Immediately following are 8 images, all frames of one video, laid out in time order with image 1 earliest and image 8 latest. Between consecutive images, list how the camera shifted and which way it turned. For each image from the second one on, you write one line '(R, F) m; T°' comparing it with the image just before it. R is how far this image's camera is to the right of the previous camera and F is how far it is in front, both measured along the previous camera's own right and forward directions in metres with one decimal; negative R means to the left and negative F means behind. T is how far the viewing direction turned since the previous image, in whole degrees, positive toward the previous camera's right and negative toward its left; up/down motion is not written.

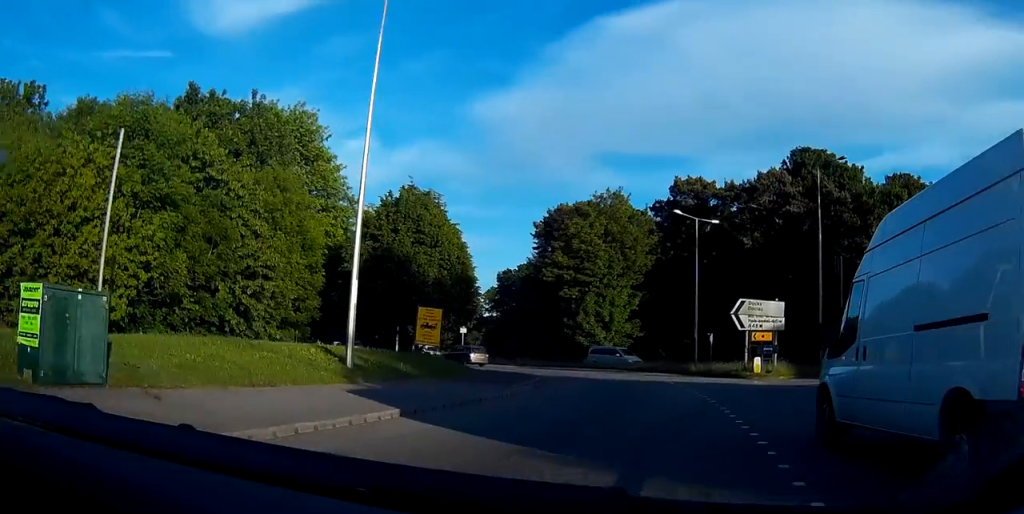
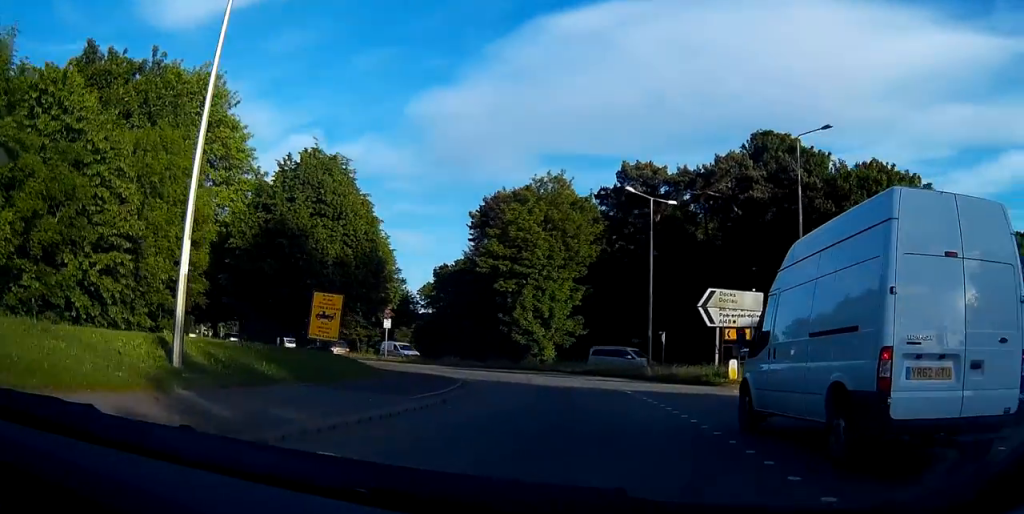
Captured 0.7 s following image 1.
(+0.4, +6.8) m; +3°
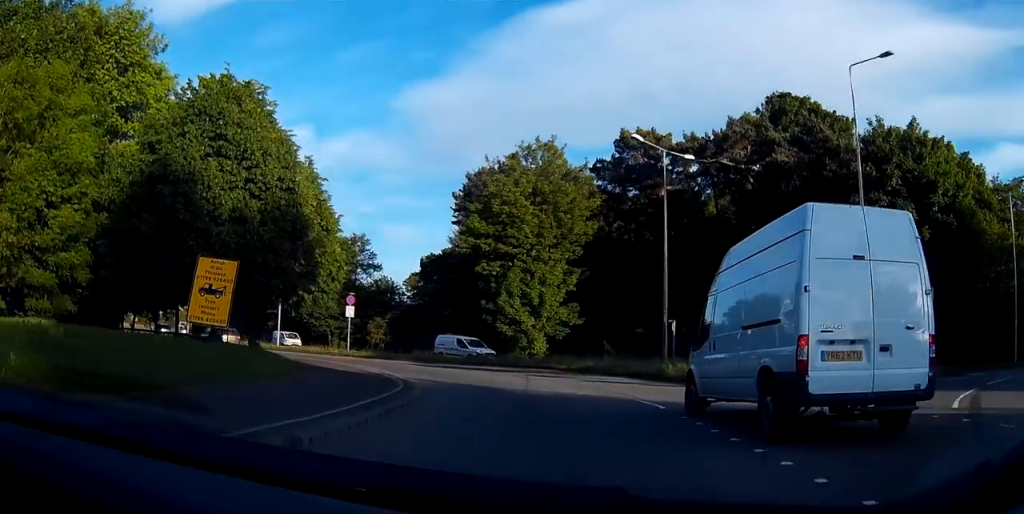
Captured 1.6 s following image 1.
(+0.2, +8.7) m; 0°
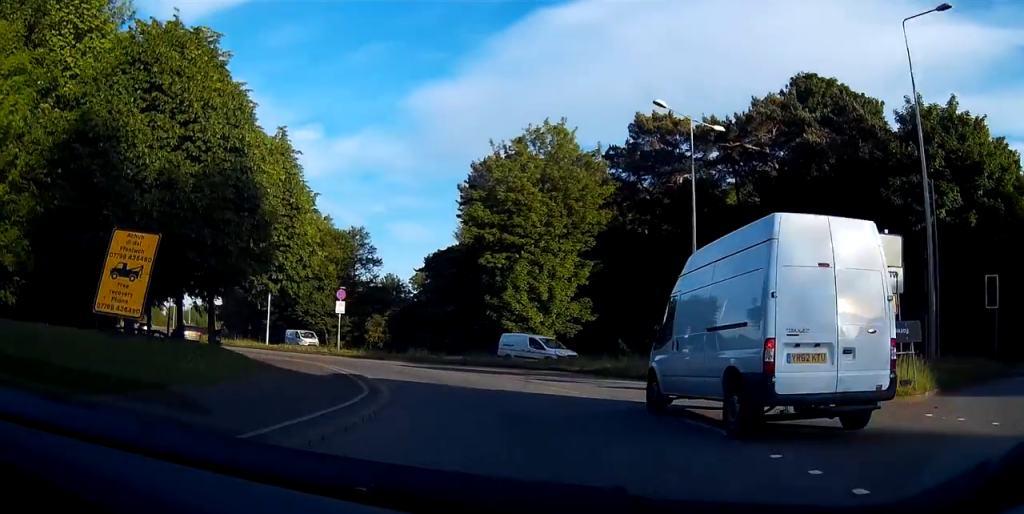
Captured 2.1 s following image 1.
(+0.1, +4.6) m; -1°
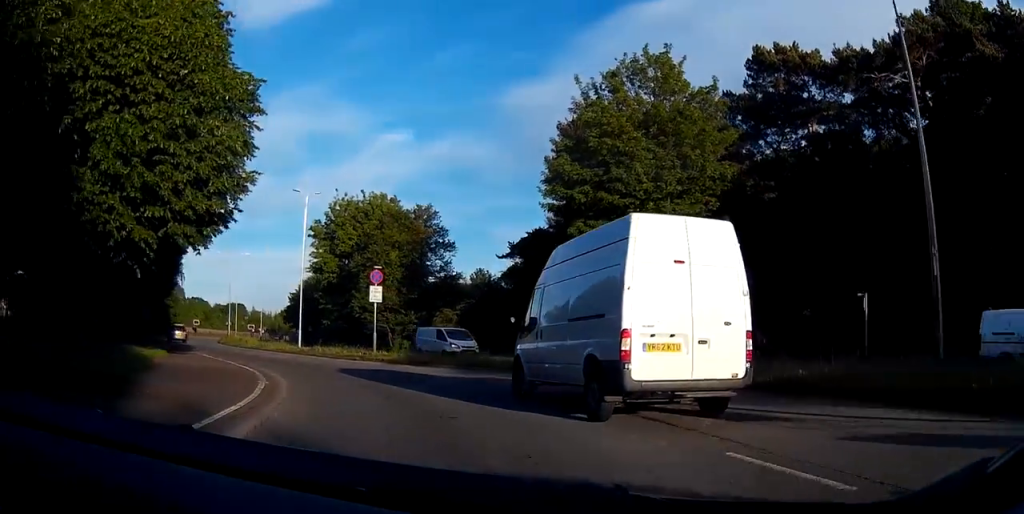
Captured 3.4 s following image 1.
(-0.9, +13.3) m; -10°
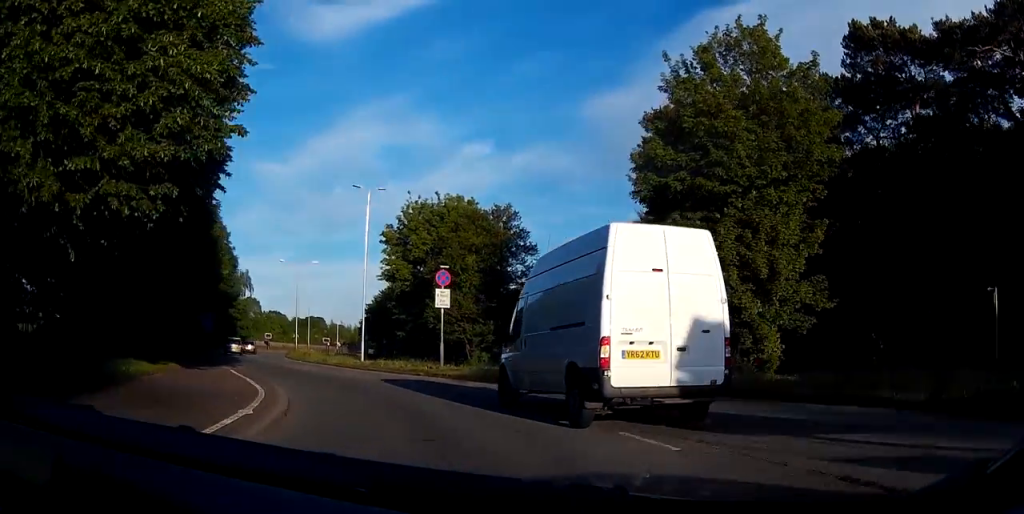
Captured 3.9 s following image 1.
(-0.1, +4.8) m; -5°
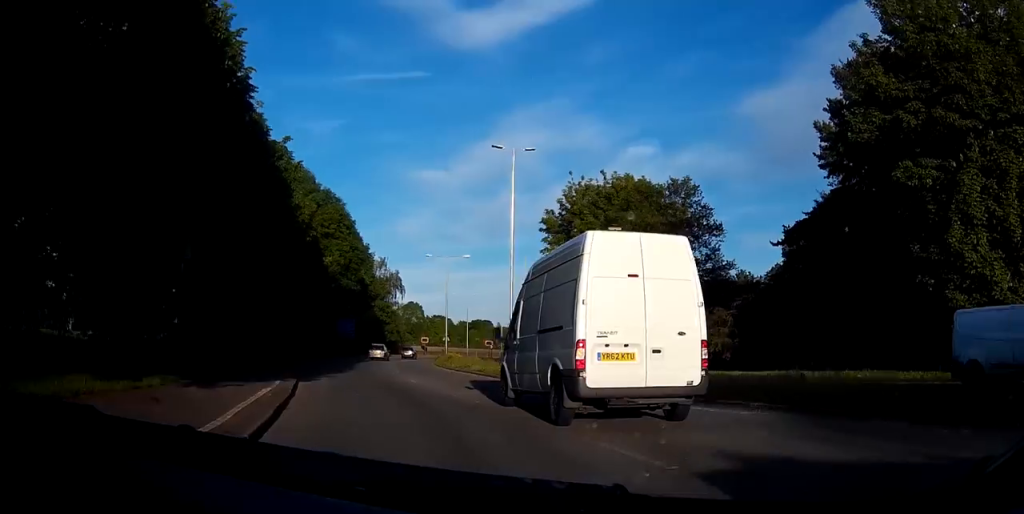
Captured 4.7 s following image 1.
(-0.8, +9.2) m; -9°
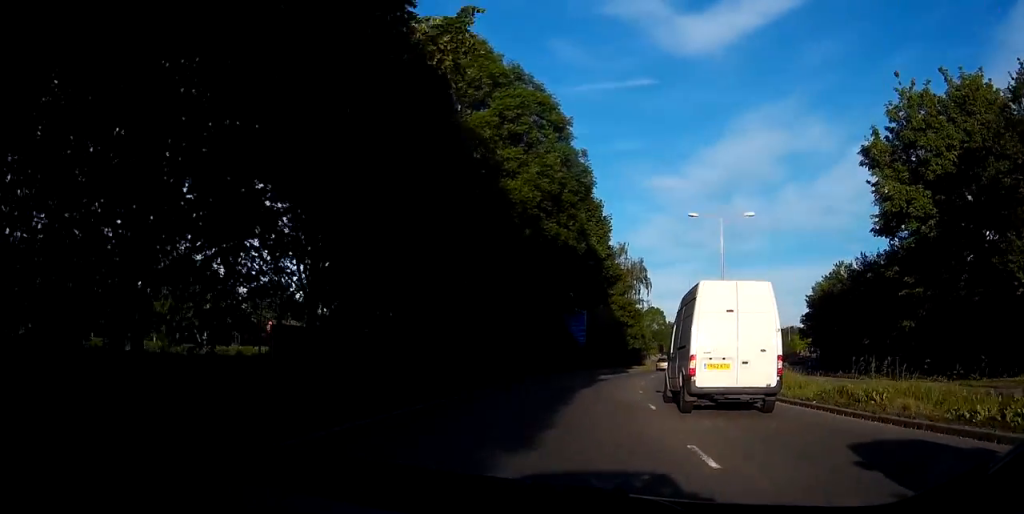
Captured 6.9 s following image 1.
(-4.7, +24.5) m; -18°
